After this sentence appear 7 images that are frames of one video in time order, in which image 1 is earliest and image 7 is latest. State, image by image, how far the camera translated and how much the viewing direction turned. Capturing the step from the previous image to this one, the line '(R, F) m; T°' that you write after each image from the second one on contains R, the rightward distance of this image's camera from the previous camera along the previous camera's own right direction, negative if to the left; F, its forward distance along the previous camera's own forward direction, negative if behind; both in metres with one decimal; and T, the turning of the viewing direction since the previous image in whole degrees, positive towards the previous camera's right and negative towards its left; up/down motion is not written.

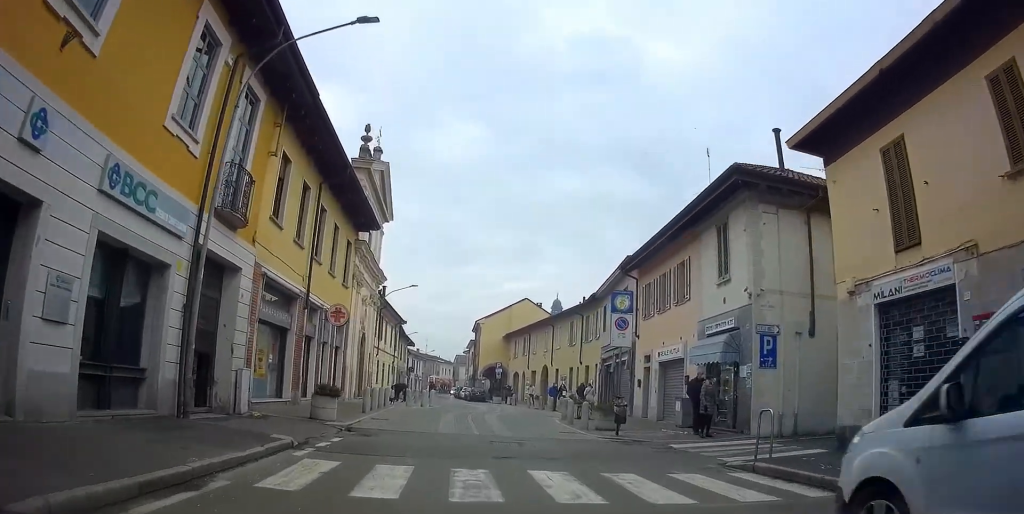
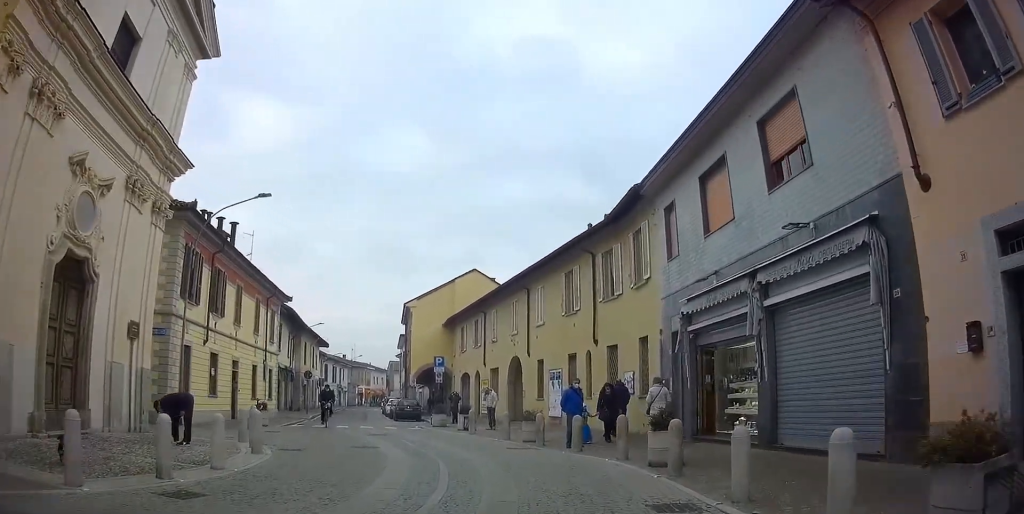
(+1.0, +20.1) m; +5°
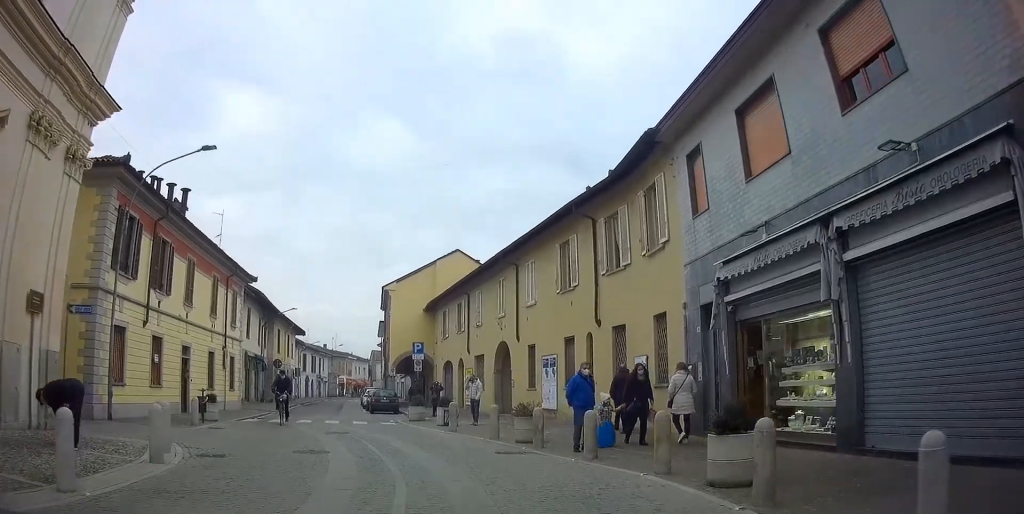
(+0.1, +3.1) m; -1°
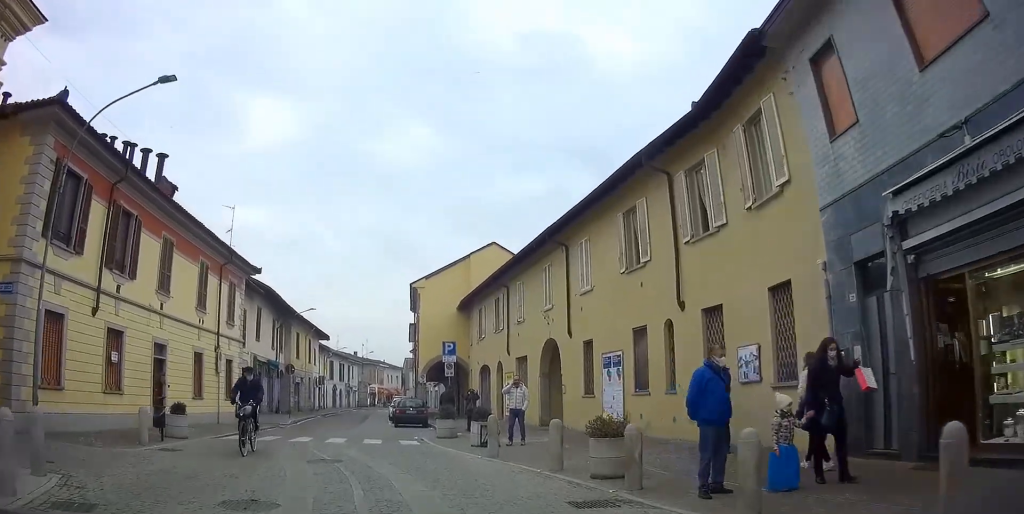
(0.0, +4.4) m; -3°
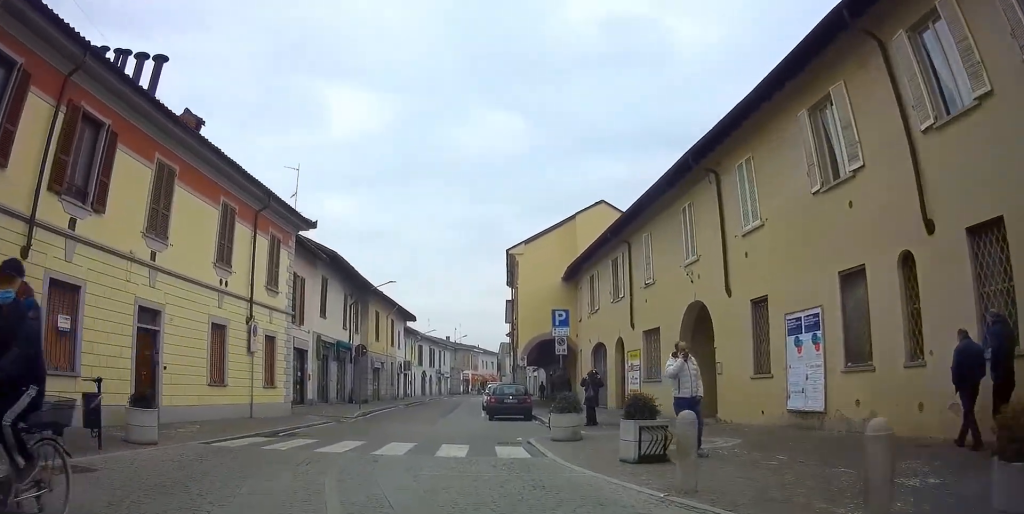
(-0.4, +5.7) m; -6°
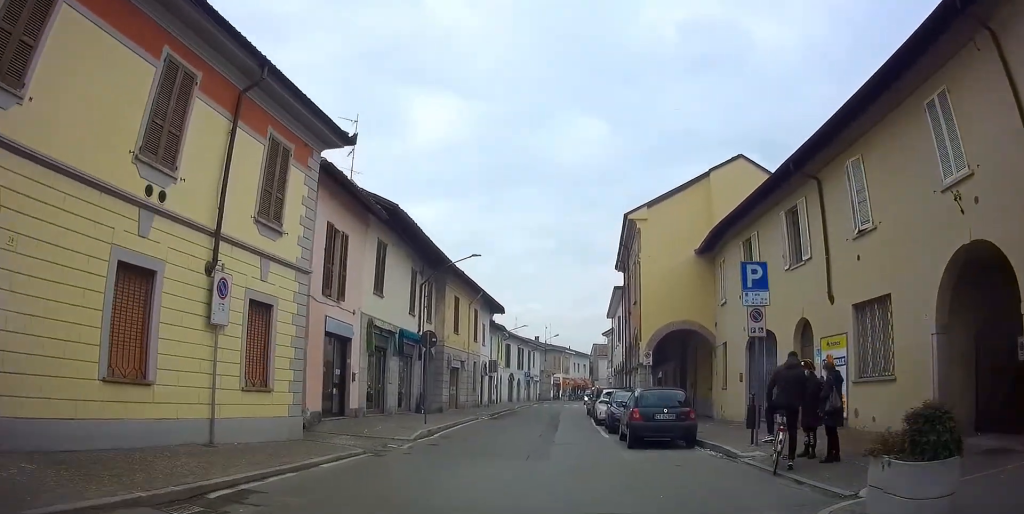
(-0.4, +7.5) m; -4°
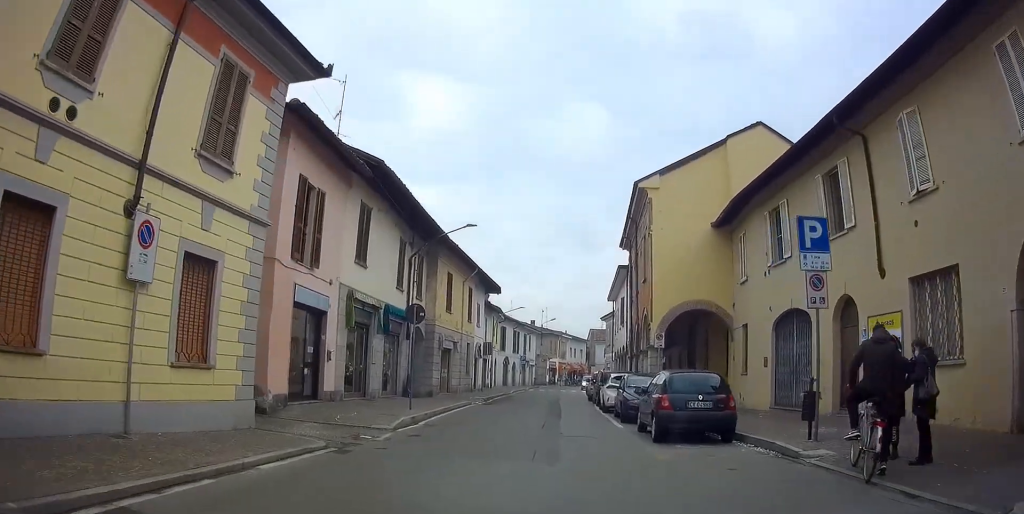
(0.0, +2.1) m; 0°
